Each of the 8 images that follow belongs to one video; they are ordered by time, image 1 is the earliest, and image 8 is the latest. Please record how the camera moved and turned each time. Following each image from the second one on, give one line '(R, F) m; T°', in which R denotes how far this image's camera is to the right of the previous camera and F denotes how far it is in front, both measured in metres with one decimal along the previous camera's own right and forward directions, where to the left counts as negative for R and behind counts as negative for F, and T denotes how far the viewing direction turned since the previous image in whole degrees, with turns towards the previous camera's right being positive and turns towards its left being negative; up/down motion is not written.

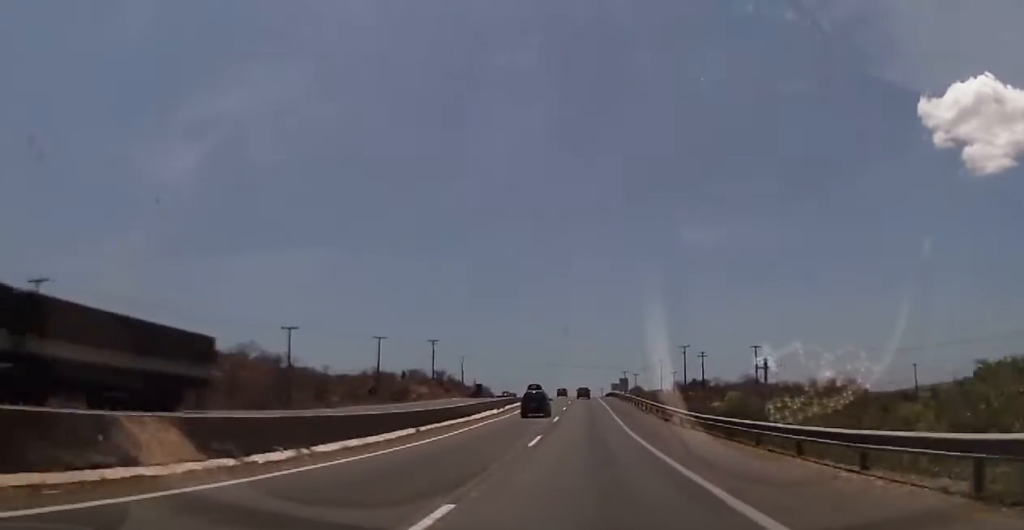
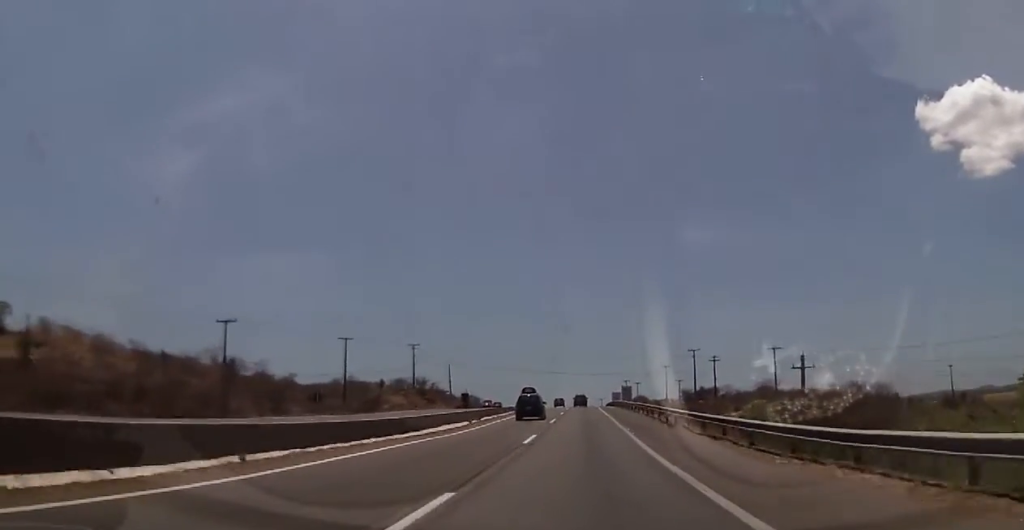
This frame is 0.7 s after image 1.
(+0.2, +15.9) m; 0°
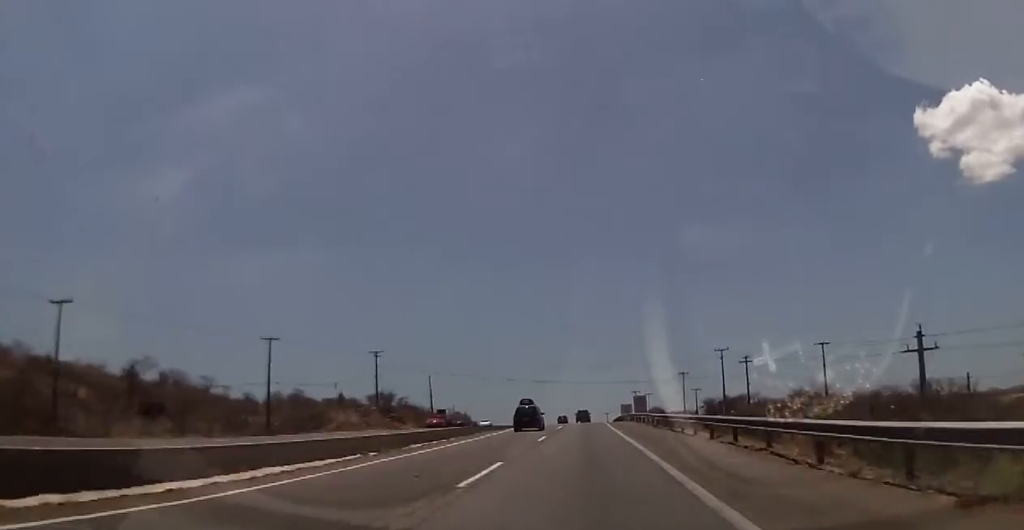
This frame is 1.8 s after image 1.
(-0.2, +26.5) m; -1°
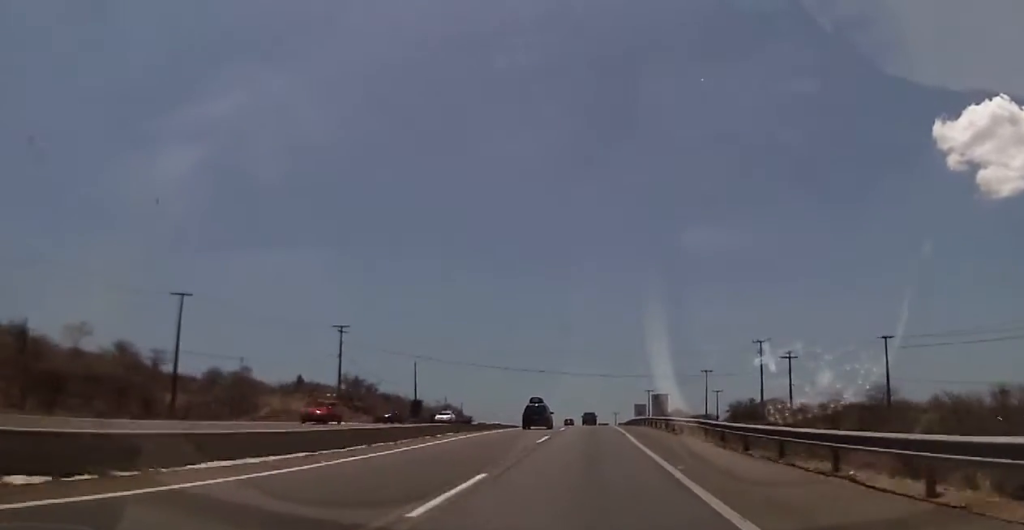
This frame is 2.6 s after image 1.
(-0.1, +21.0) m; 0°
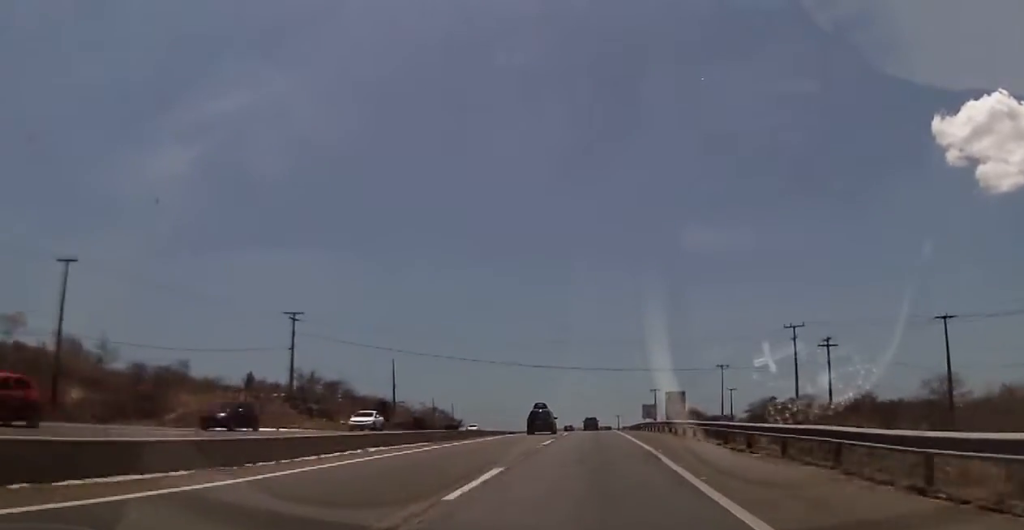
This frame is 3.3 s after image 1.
(0.0, +16.0) m; 0°
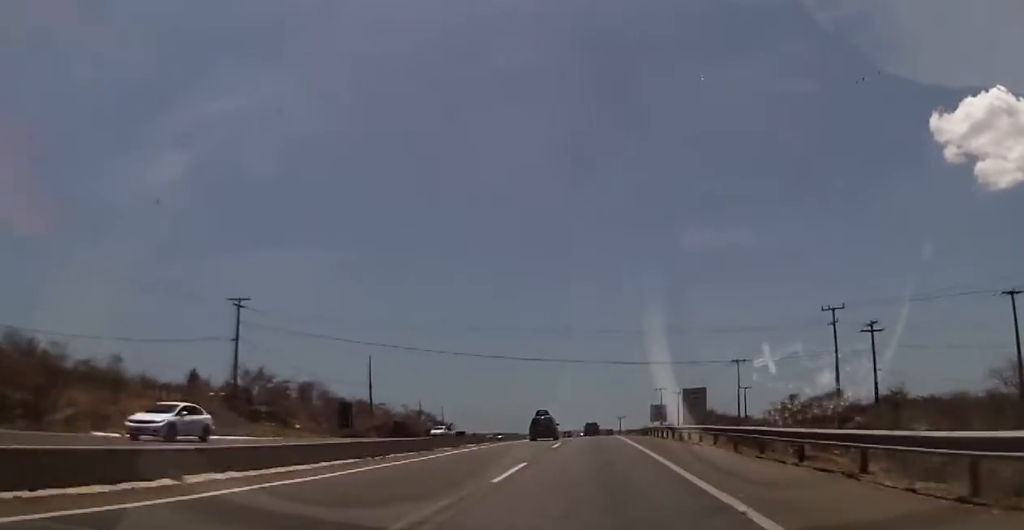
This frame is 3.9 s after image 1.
(+0.1, +13.5) m; -1°
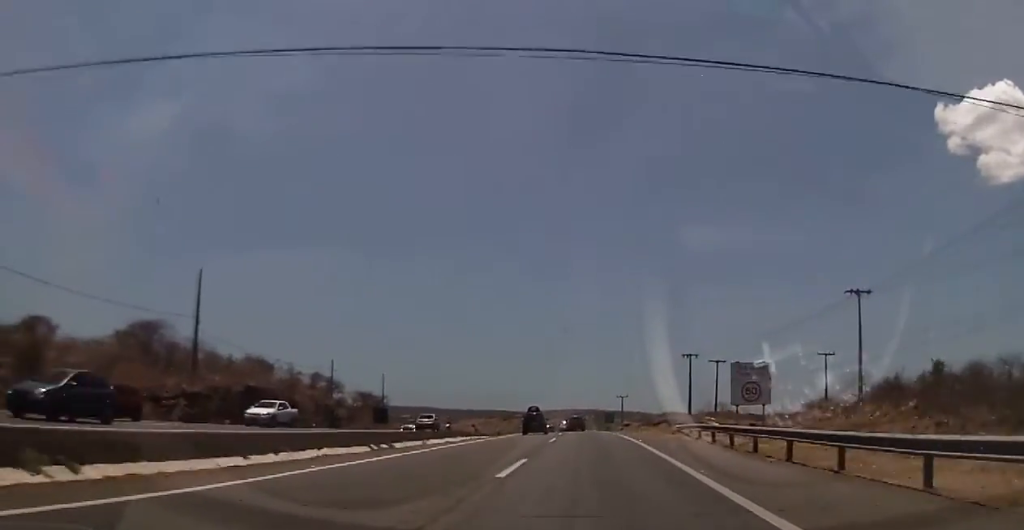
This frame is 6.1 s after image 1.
(-0.6, +51.0) m; +1°
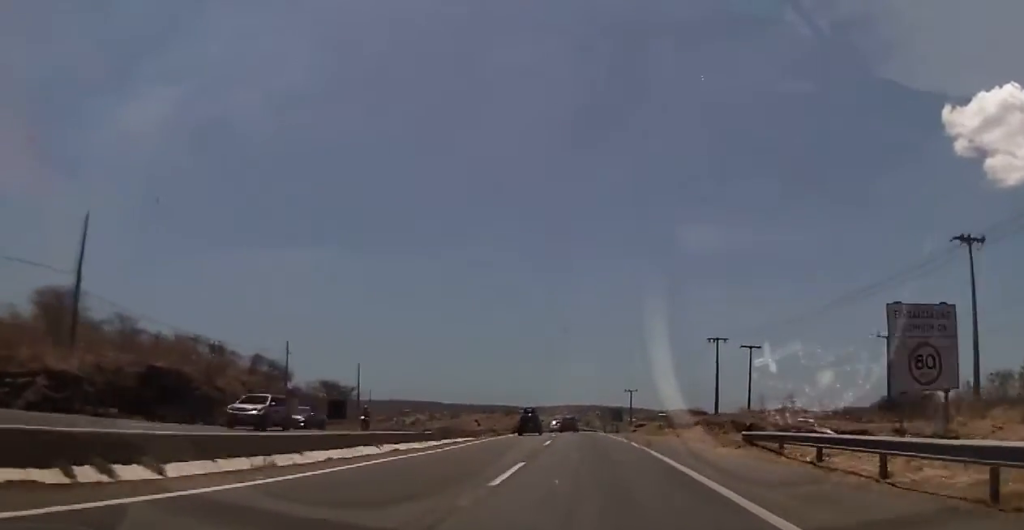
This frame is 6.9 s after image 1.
(+0.6, +18.1) m; 0°
